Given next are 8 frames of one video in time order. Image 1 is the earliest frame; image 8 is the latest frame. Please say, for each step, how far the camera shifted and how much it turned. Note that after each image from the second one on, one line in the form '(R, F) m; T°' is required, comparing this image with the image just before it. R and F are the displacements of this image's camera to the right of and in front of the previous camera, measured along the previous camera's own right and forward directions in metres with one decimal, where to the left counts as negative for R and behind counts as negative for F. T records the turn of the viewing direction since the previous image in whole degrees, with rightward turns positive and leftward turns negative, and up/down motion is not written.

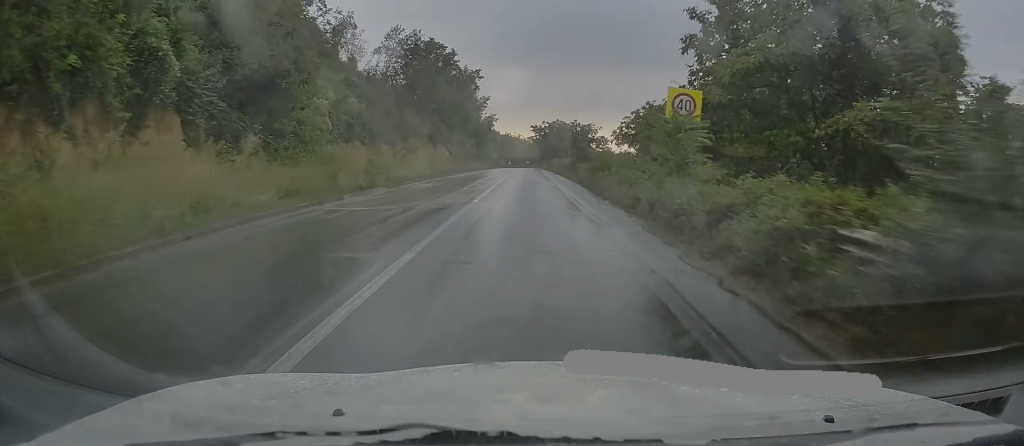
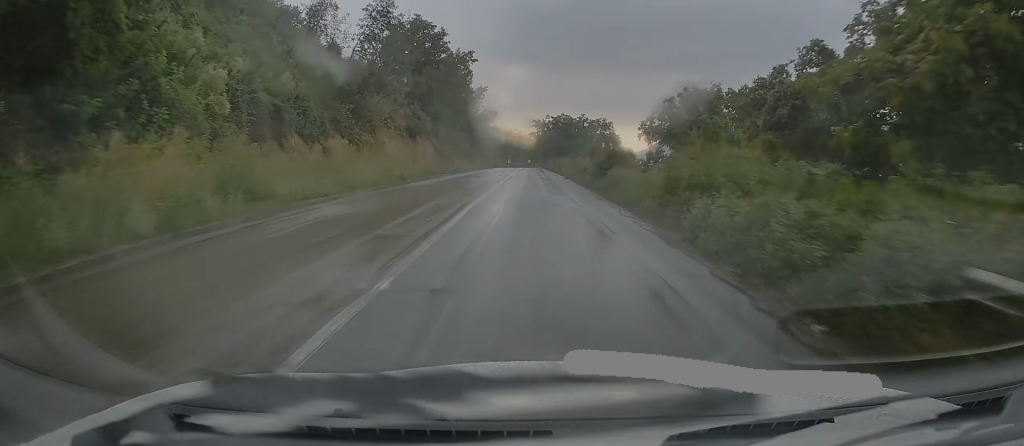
(0.0, +13.8) m; 0°
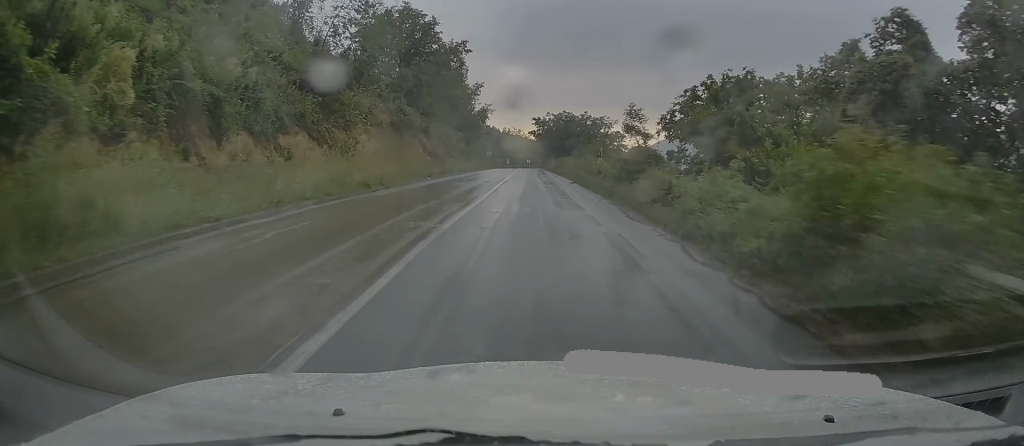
(0.0, +6.7) m; 0°
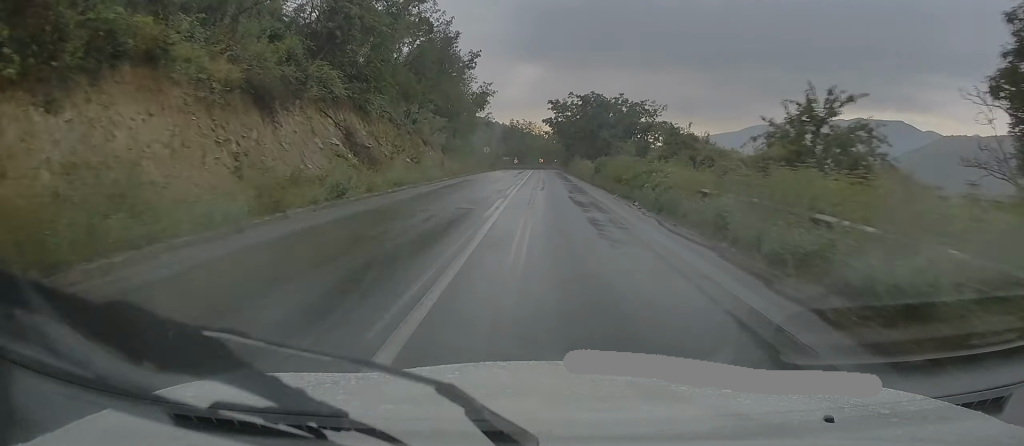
(-0.1, +29.0) m; -1°
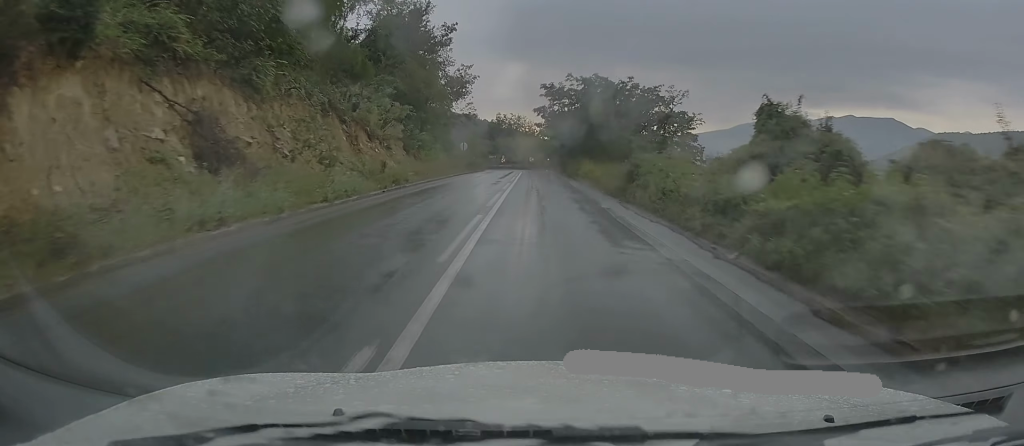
(-0.1, +14.1) m; 0°
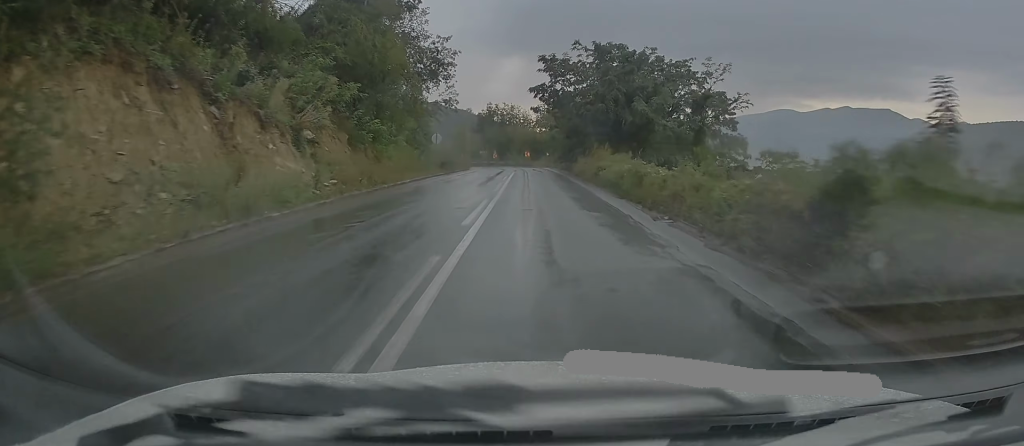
(0.0, +13.9) m; 0°
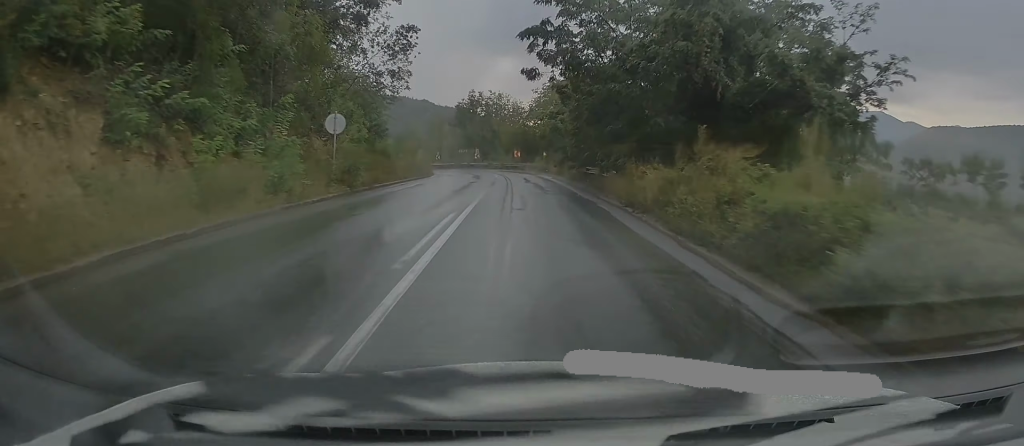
(+0.1, +21.2) m; 0°
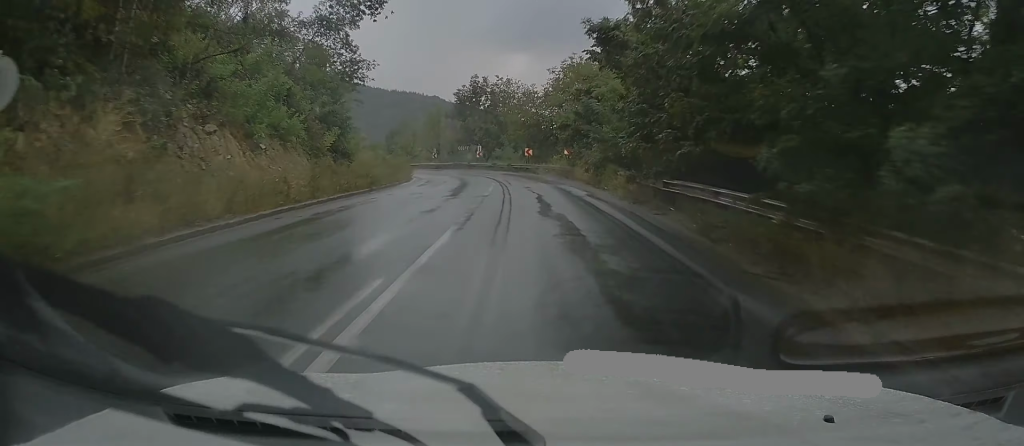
(0.0, +15.3) m; 0°
